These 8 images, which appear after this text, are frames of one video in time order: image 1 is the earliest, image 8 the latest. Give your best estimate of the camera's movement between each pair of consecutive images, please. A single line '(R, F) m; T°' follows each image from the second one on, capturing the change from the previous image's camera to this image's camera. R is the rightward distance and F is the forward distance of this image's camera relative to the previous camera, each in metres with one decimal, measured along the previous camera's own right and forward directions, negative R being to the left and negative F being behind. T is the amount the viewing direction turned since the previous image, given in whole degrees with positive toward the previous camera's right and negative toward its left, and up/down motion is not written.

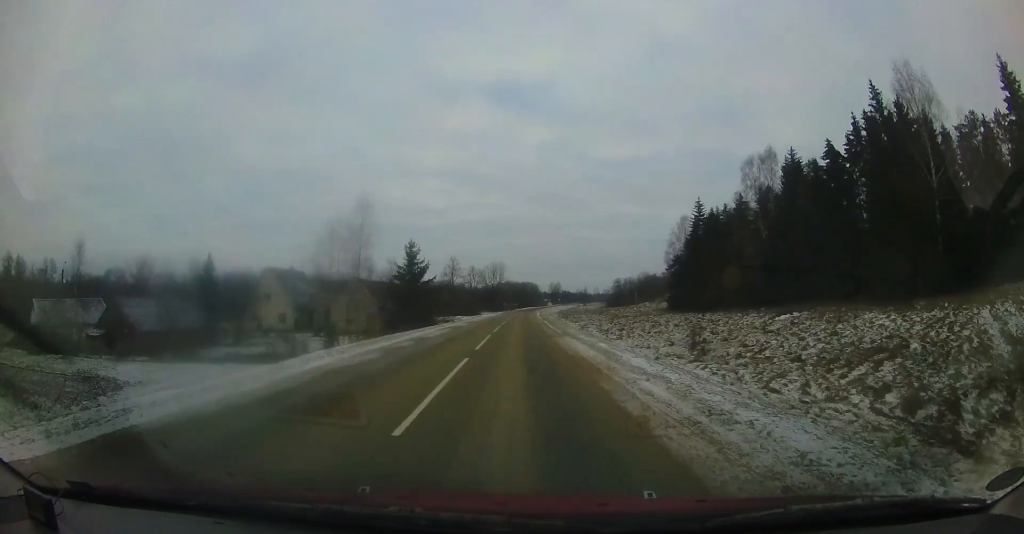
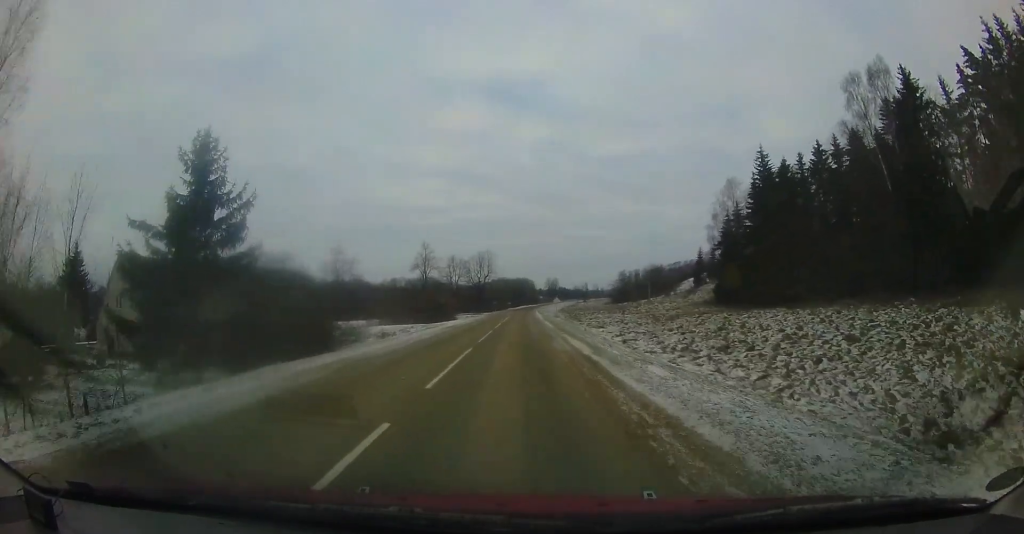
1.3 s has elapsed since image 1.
(+0.6, +22.3) m; +2°
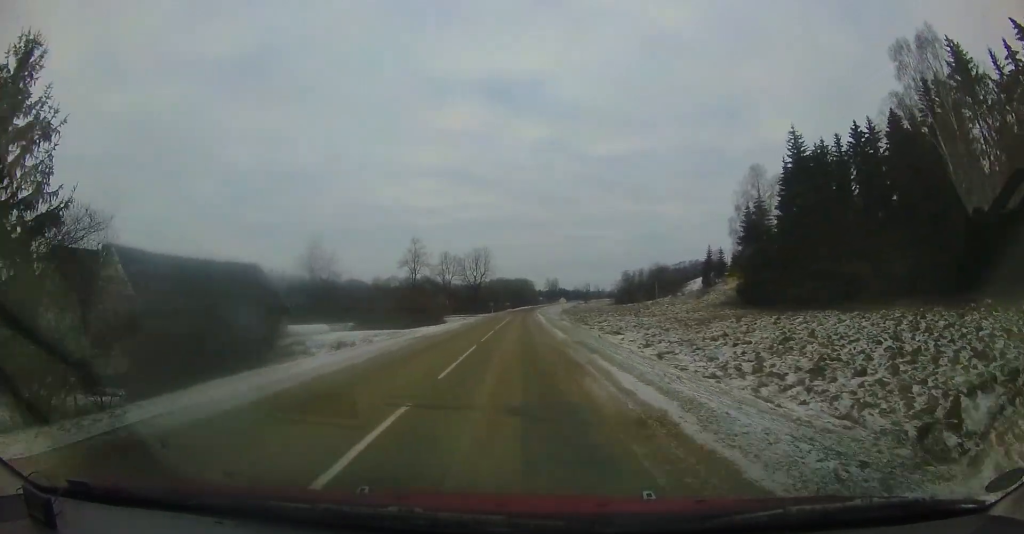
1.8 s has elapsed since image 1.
(-0.1, +7.3) m; 0°
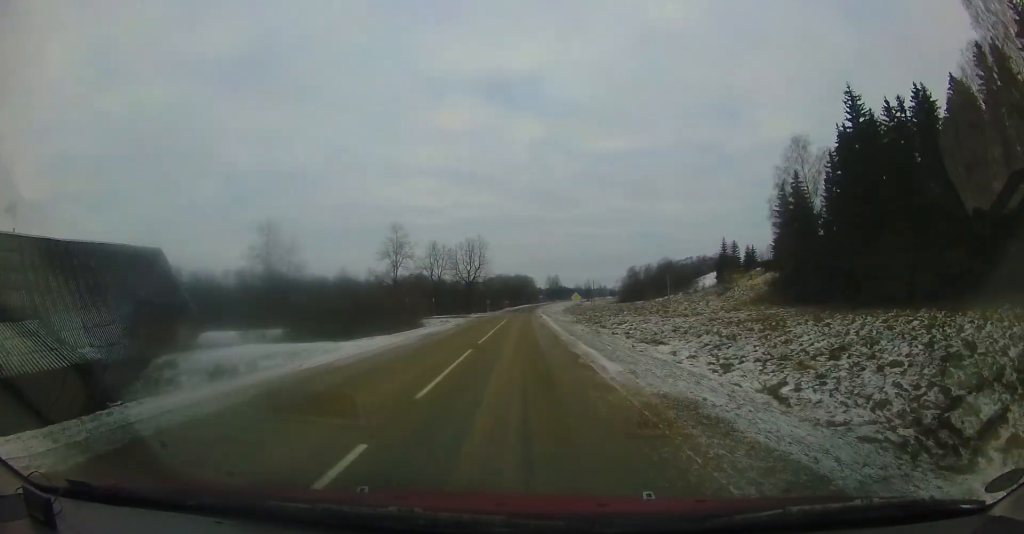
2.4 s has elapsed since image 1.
(+0.1, +10.2) m; 0°
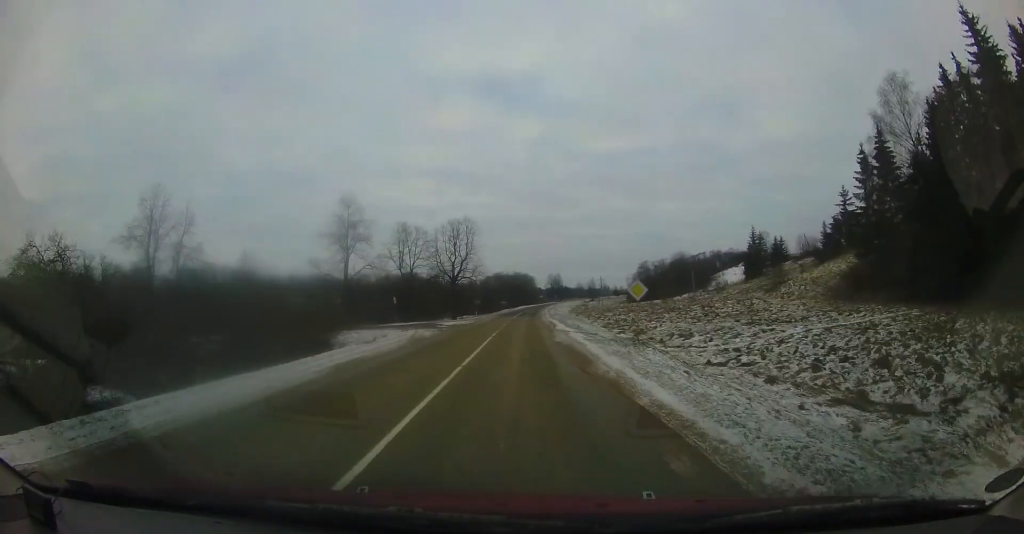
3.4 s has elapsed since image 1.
(-0.1, +16.9) m; -1°
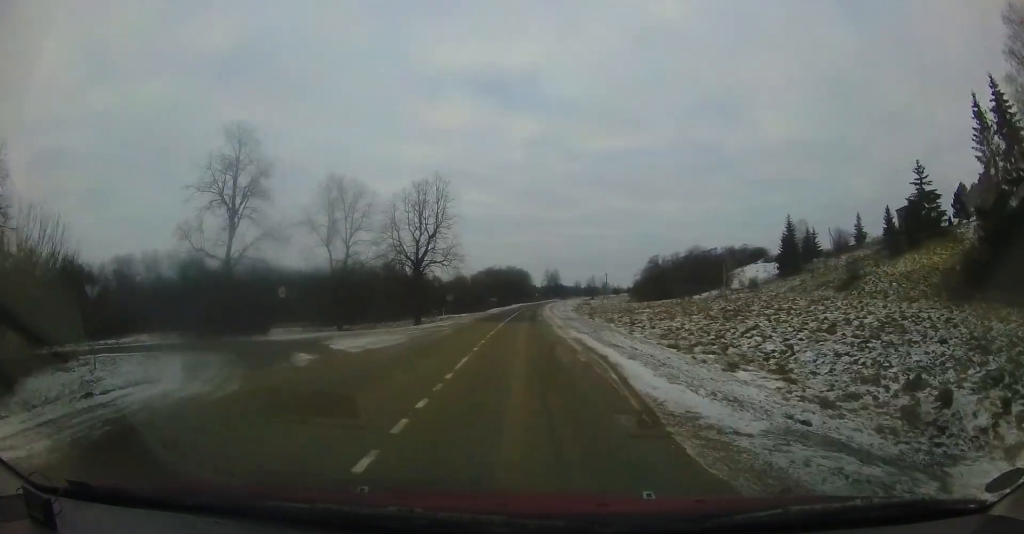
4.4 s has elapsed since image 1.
(-0.3, +17.8) m; +1°
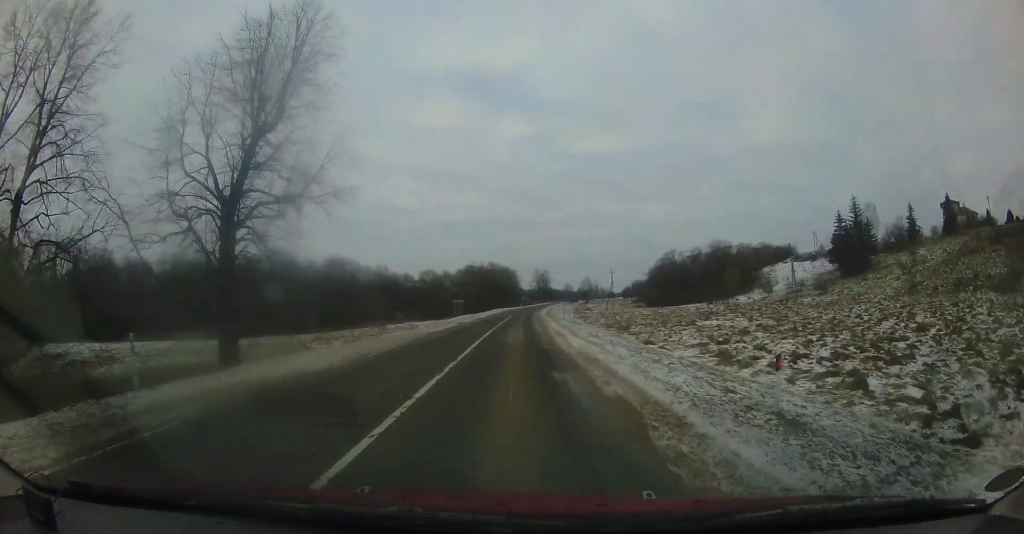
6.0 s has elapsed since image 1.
(+1.0, +25.5) m; +3°
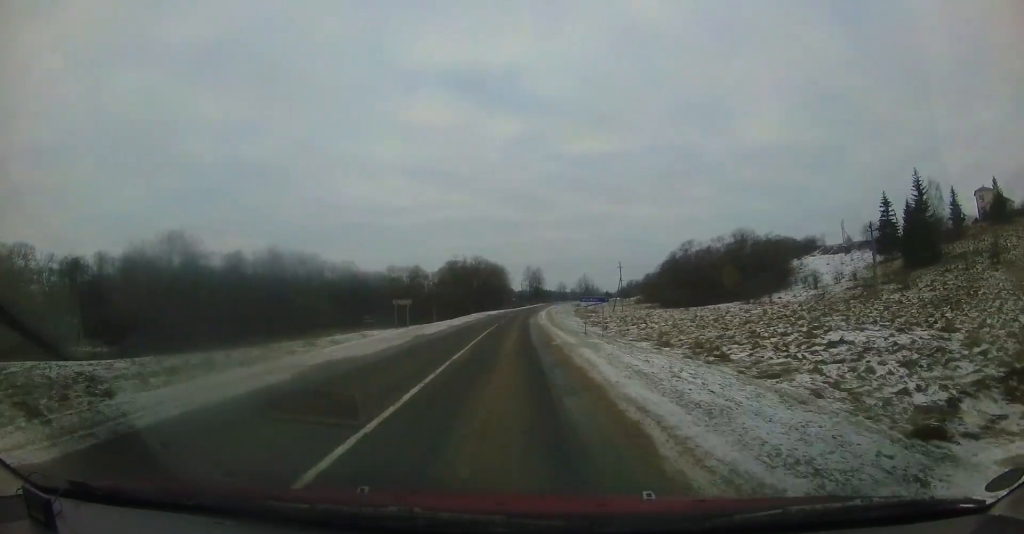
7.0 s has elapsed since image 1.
(-0.2, +17.8) m; 0°
